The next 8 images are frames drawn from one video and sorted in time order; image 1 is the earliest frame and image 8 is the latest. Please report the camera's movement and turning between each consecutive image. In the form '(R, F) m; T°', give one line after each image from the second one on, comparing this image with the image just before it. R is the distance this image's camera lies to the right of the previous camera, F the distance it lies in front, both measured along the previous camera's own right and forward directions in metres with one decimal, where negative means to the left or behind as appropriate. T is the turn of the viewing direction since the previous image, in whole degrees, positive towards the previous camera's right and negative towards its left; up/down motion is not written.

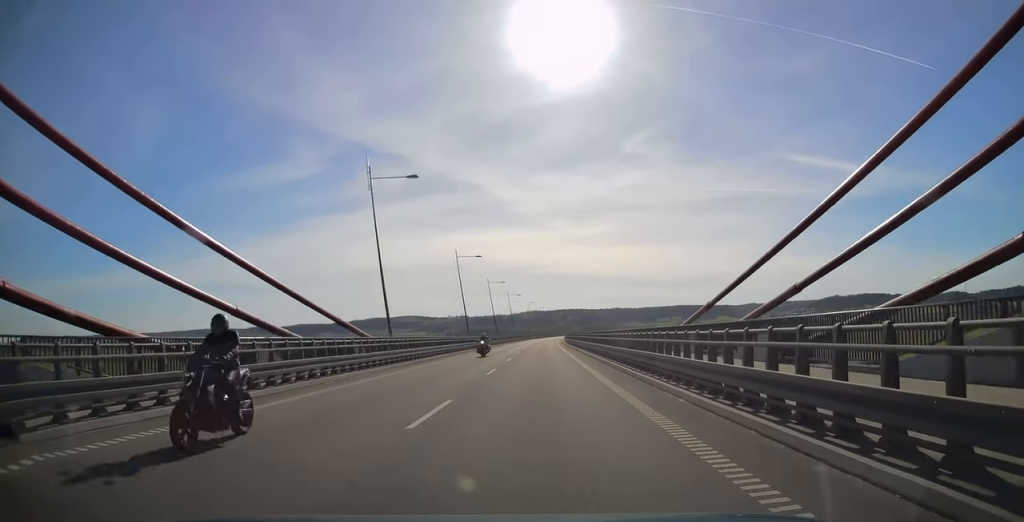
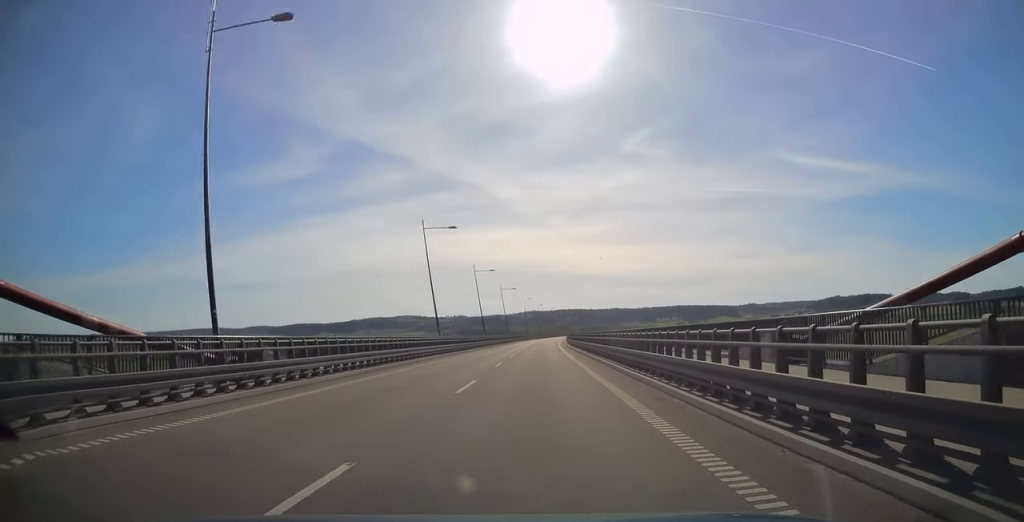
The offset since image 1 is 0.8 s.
(+0.3, +18.5) m; 0°
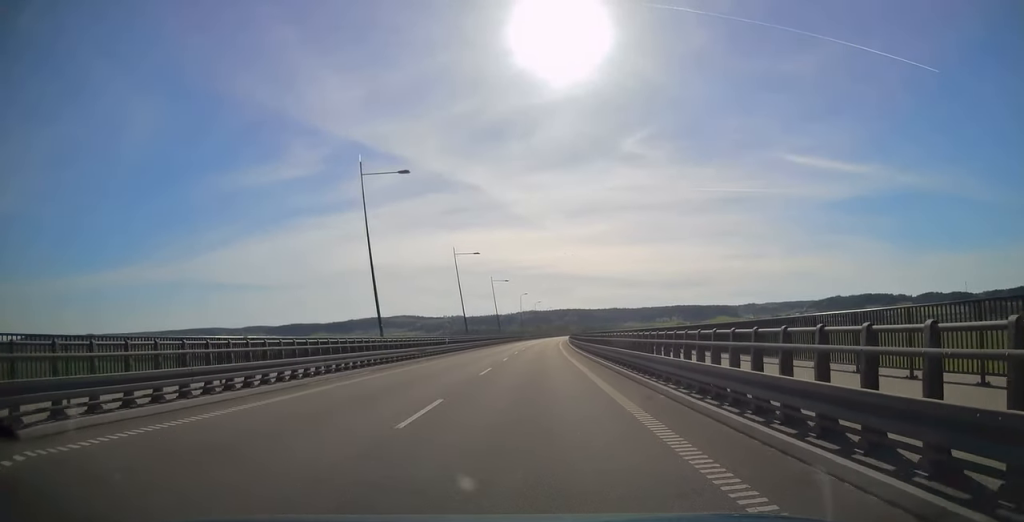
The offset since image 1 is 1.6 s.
(-0.4, +17.4) m; -1°
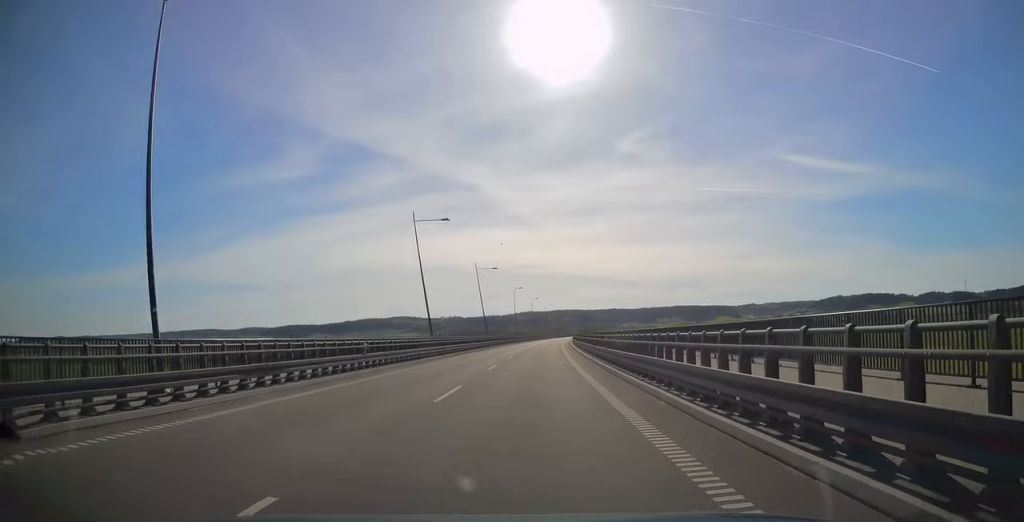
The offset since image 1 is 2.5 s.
(-0.1, +20.0) m; 0°
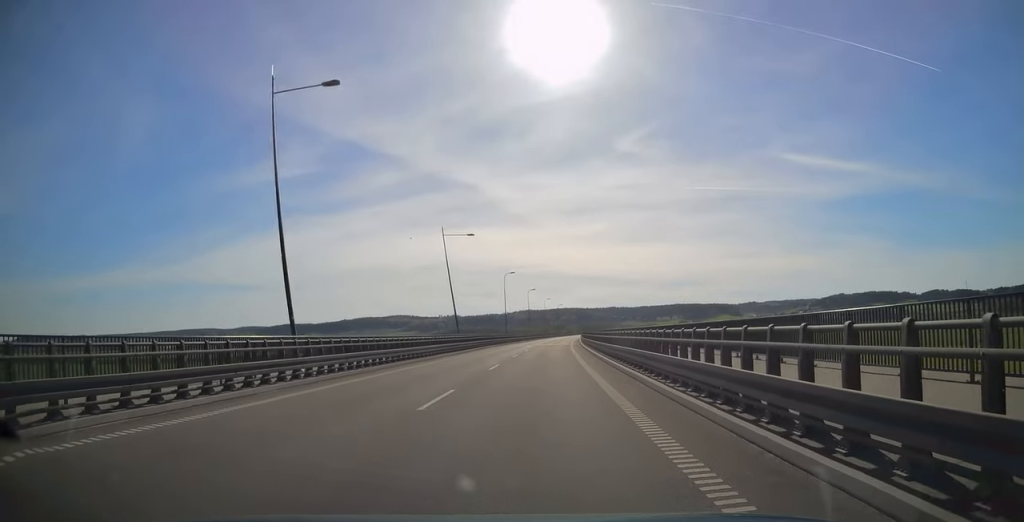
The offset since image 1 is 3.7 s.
(0.0, +26.0) m; +1°
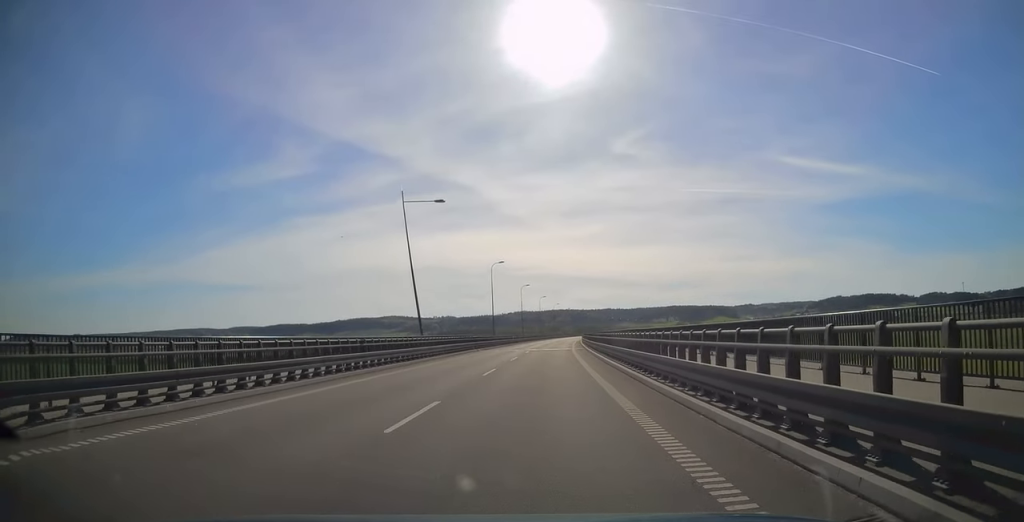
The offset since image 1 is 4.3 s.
(+0.2, +14.5) m; +1°
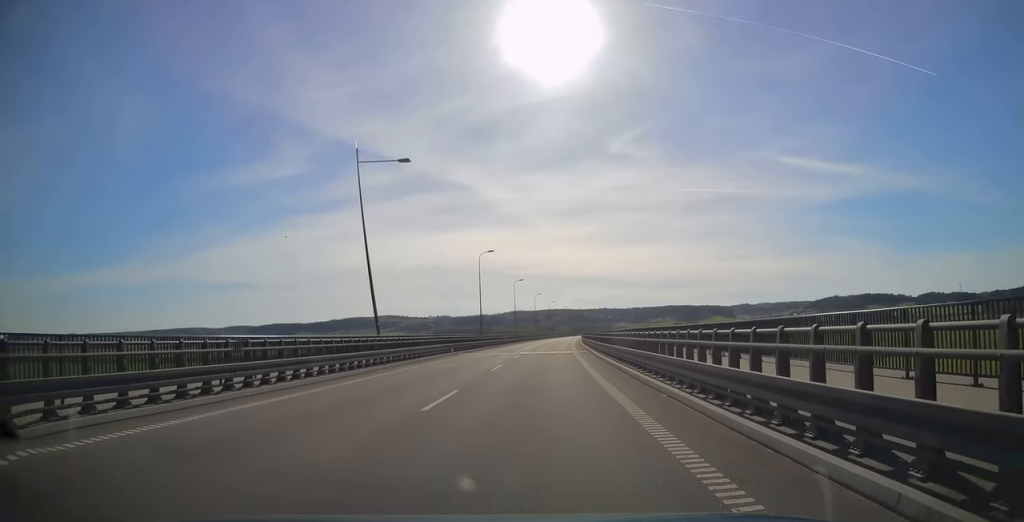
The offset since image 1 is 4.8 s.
(+0.1, +9.6) m; 0°
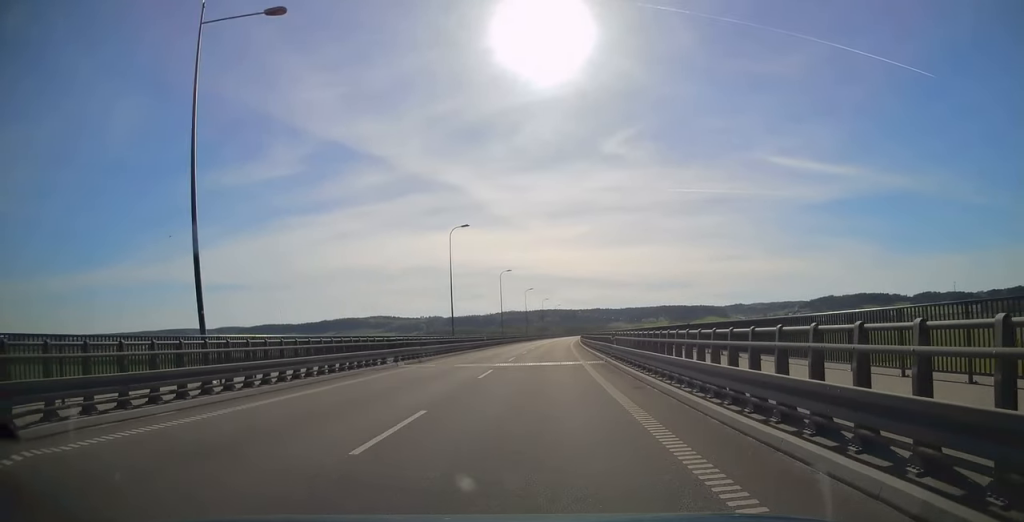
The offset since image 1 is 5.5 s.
(0.0, +16.0) m; 0°
